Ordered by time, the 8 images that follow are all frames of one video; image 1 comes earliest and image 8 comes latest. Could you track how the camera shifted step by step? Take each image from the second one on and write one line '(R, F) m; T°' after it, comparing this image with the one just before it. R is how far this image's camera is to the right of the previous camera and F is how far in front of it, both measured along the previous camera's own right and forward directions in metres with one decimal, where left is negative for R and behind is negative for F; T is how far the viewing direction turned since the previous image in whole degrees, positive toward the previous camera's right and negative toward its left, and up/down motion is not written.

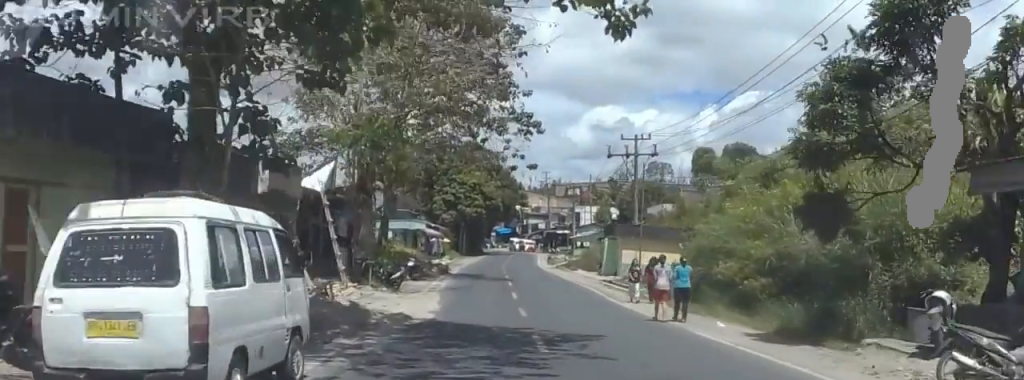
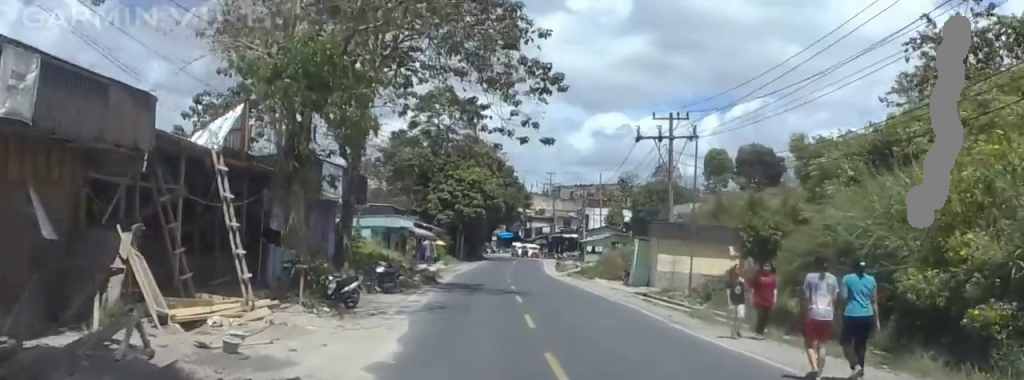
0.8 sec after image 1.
(0.0, +10.6) m; 0°
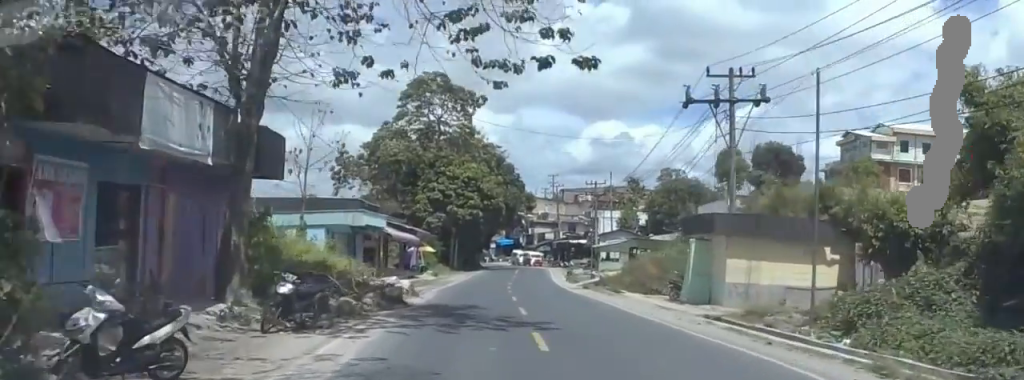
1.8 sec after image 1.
(0.0, +11.9) m; 0°
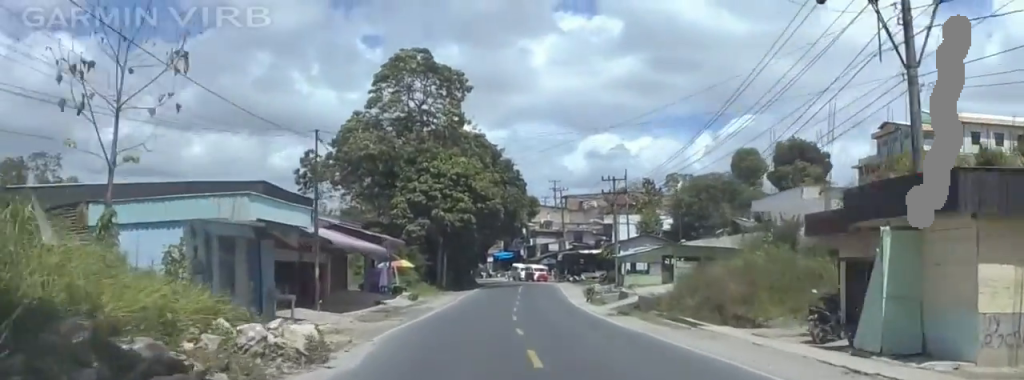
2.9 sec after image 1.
(0.0, +15.0) m; 0°
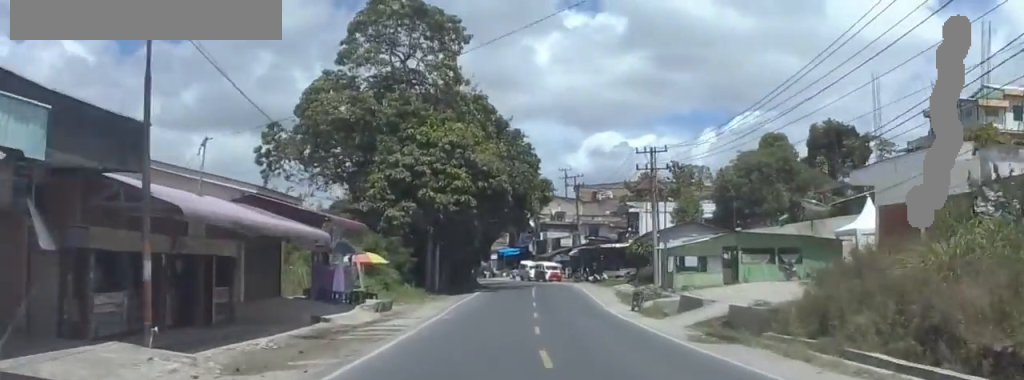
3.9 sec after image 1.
(0.0, +14.0) m; 0°
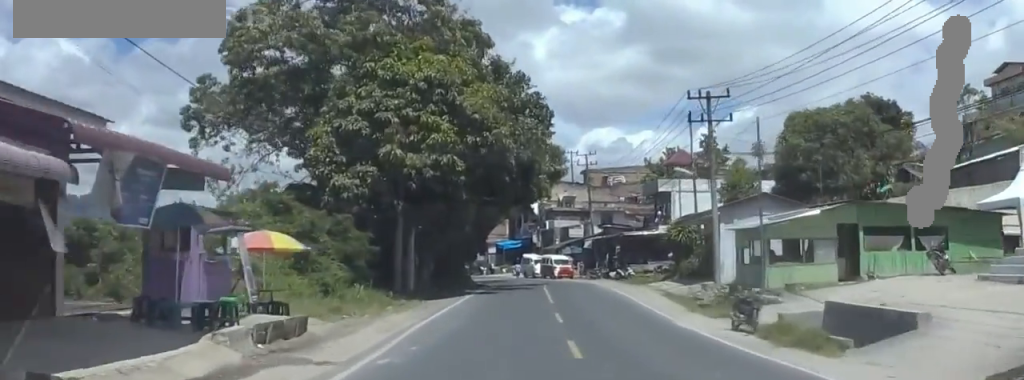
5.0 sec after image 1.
(0.0, +15.2) m; 0°
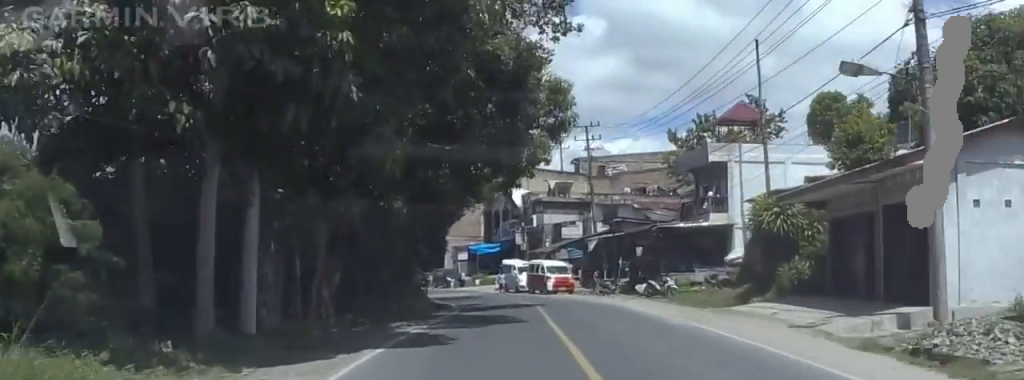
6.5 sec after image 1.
(+0.5, +21.6) m; +3°
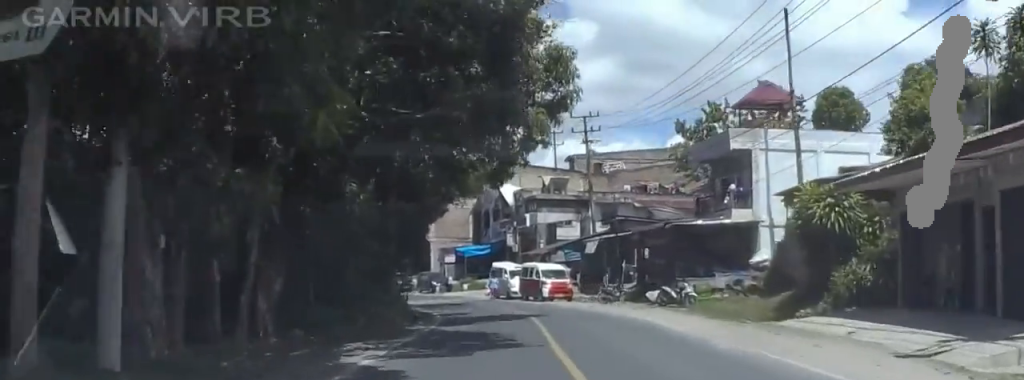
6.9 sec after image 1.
(+0.1, +5.7) m; +1°
